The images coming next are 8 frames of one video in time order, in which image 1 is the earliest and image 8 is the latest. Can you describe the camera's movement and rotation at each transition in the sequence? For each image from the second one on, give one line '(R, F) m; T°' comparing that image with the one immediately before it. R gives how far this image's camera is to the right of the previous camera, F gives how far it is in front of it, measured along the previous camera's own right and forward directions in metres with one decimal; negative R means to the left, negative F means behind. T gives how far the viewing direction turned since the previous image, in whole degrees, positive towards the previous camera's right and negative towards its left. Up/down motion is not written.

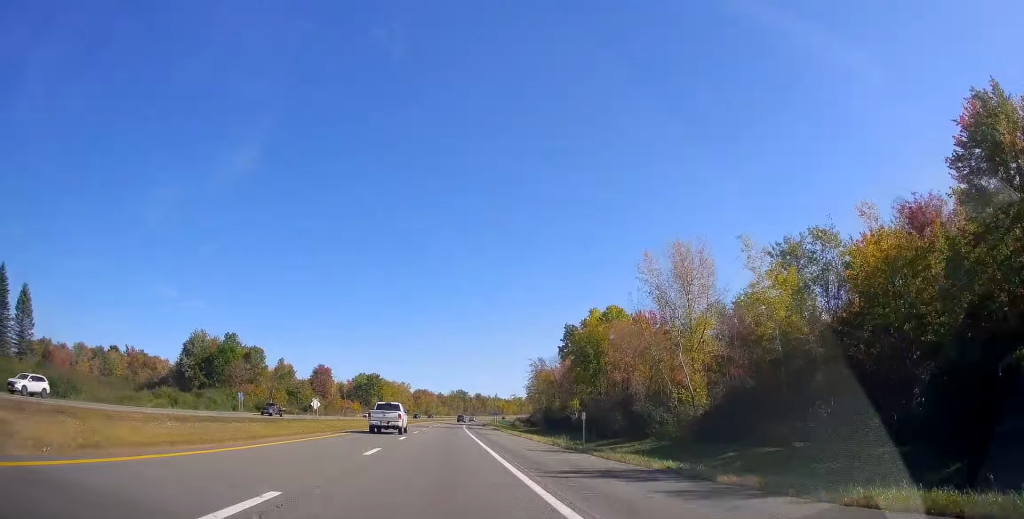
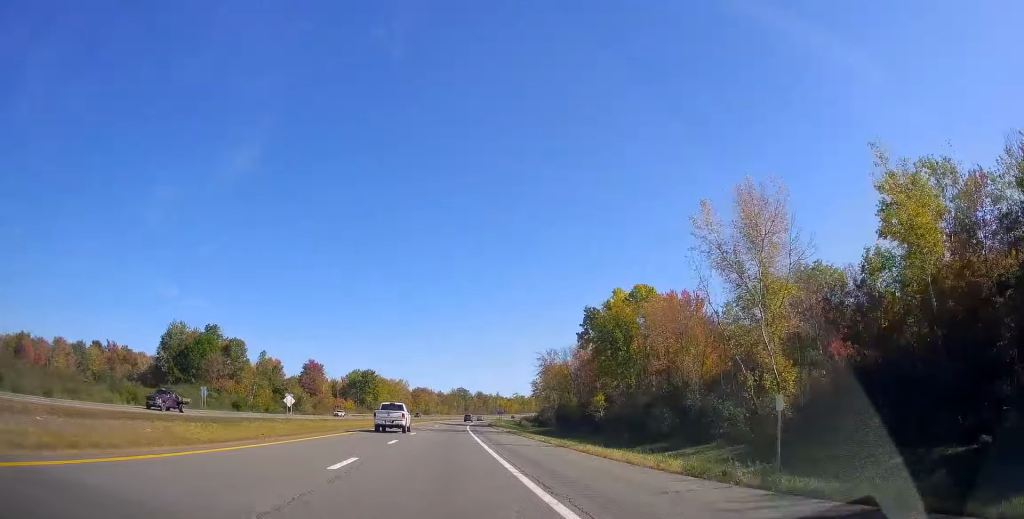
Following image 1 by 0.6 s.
(0.0, +16.5) m; 0°
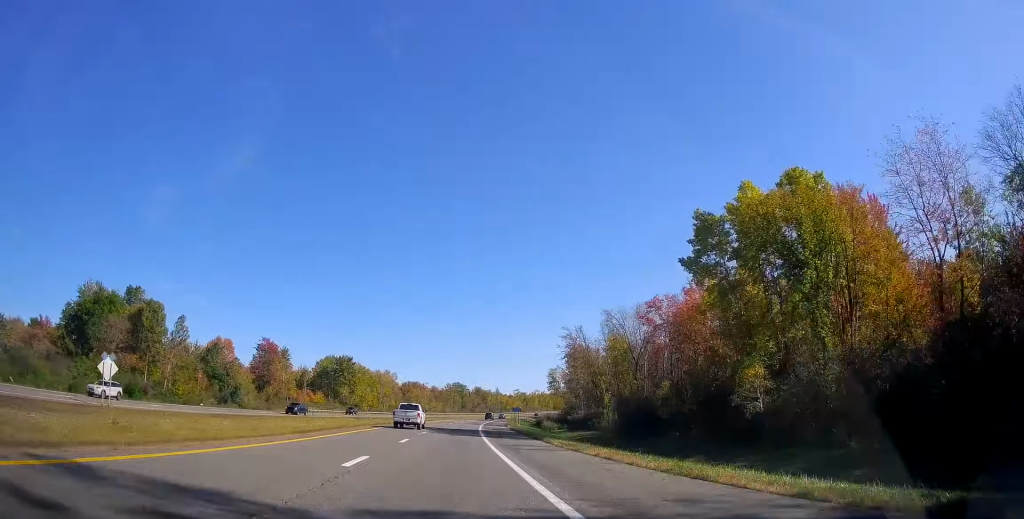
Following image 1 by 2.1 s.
(+0.6, +46.0) m; 0°
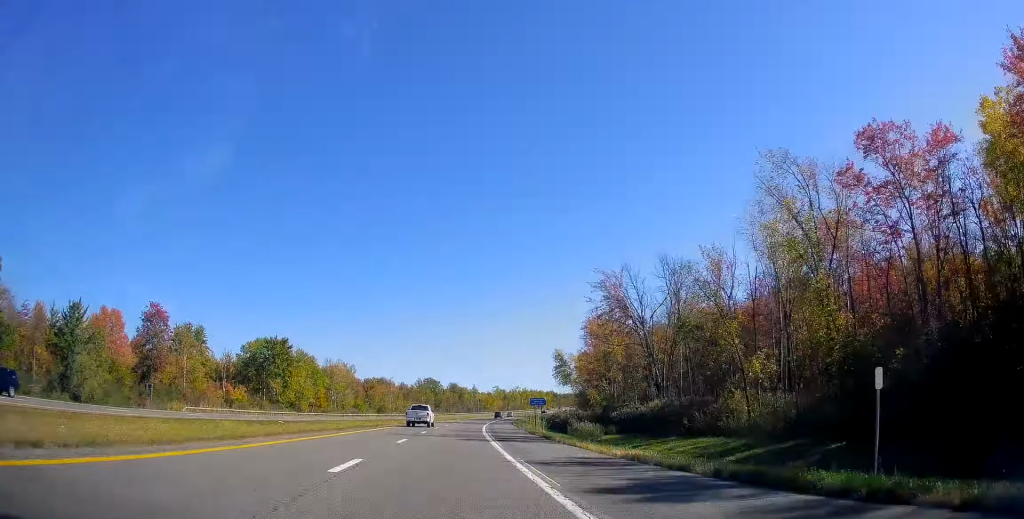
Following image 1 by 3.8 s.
(-0.7, +49.9) m; +1°
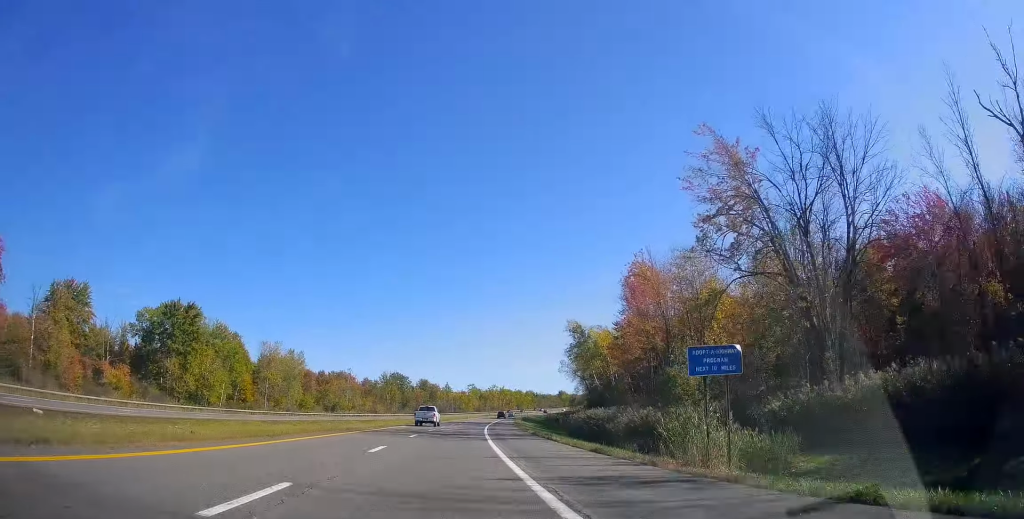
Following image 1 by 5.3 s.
(+1.4, +41.9) m; +2°
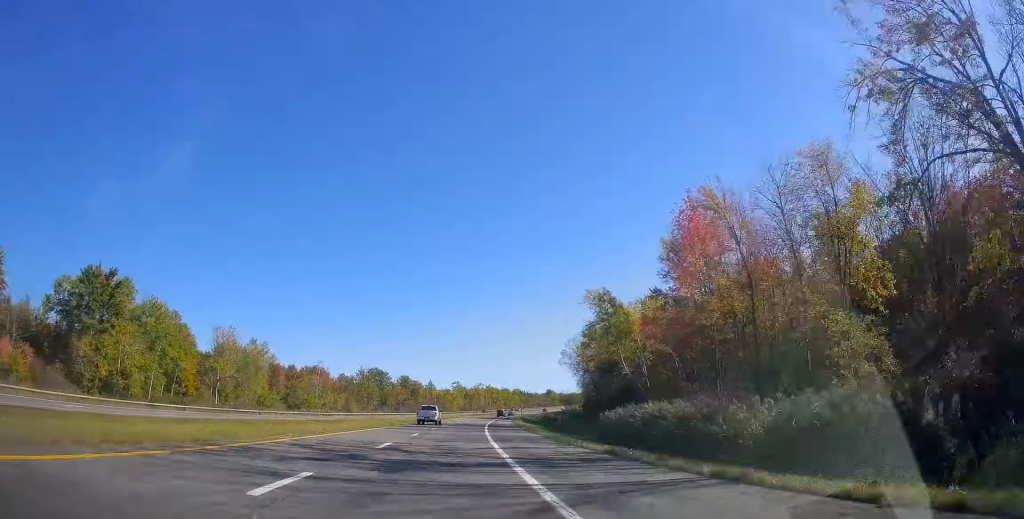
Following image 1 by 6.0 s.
(-0.3, +22.5) m; +2°
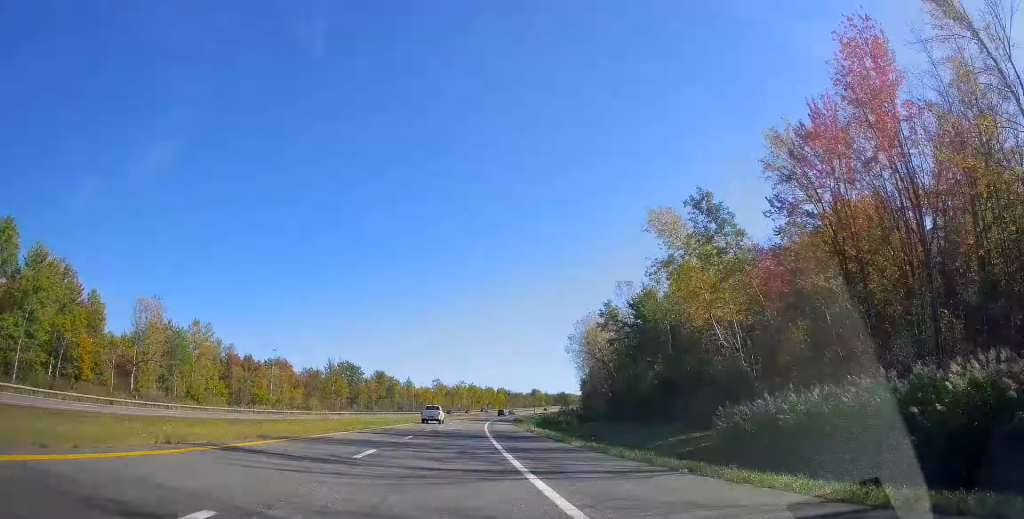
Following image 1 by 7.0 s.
(+1.0, +28.2) m; +2°
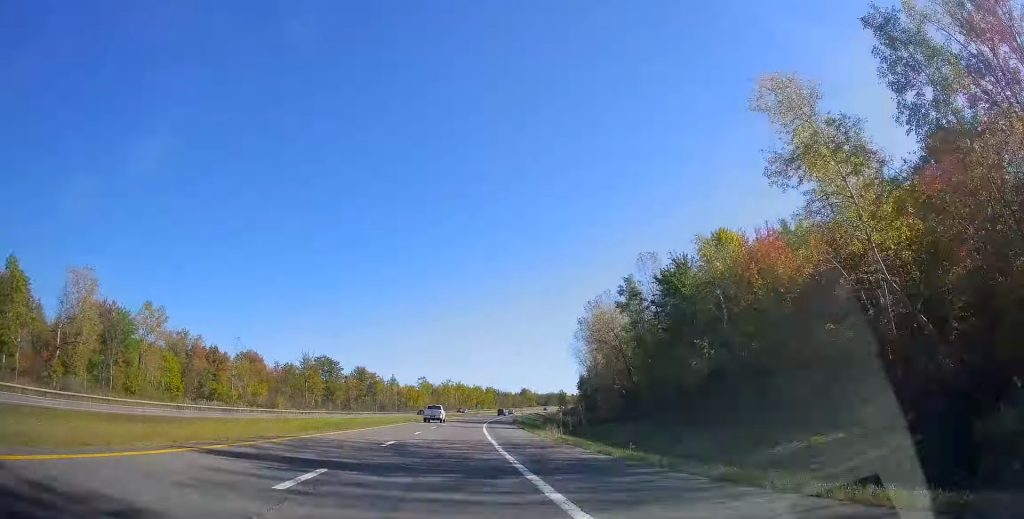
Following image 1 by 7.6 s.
(+0.3, +18.3) m; +1°
